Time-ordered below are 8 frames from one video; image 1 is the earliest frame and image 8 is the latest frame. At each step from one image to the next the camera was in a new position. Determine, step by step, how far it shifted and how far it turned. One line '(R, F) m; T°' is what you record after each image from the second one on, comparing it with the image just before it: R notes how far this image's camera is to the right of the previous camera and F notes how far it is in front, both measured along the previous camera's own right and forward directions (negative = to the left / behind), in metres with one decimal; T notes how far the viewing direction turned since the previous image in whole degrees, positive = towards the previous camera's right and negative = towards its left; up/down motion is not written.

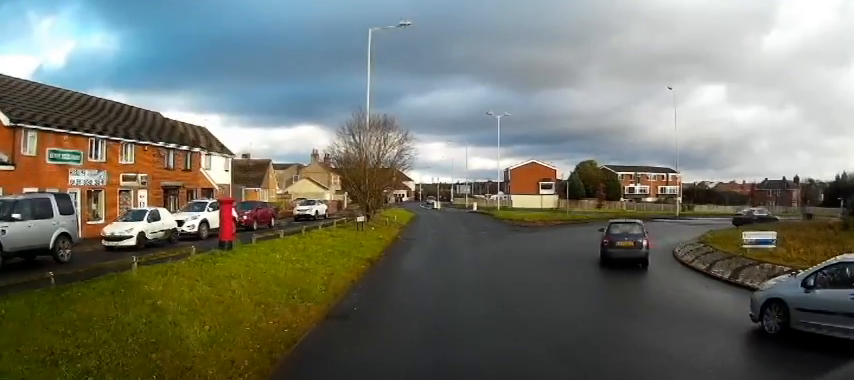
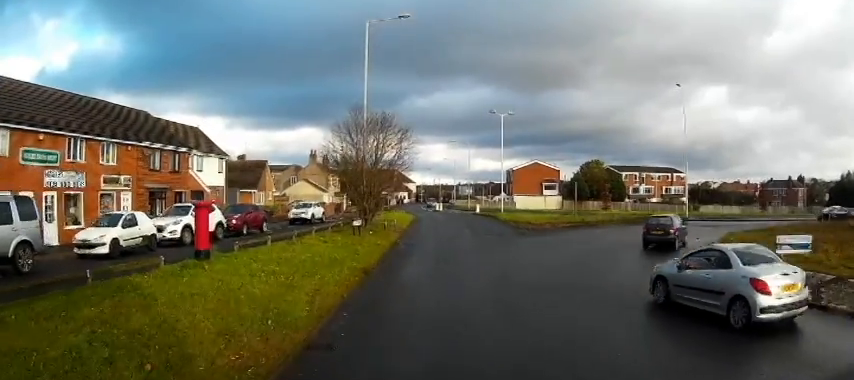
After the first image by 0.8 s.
(-0.1, +2.1) m; -3°
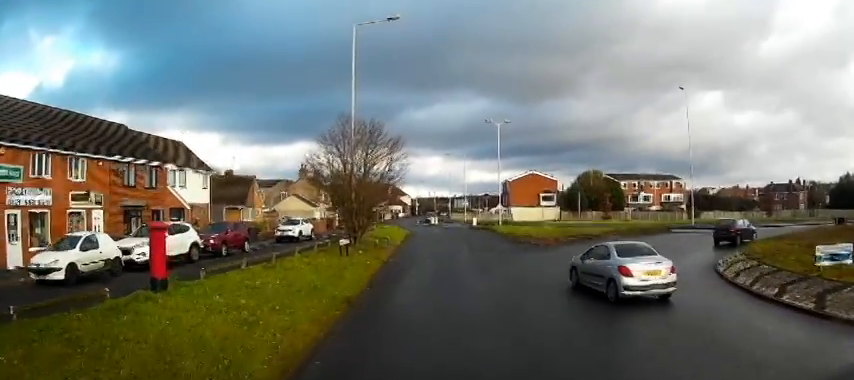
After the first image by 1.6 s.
(-0.1, +2.0) m; 0°
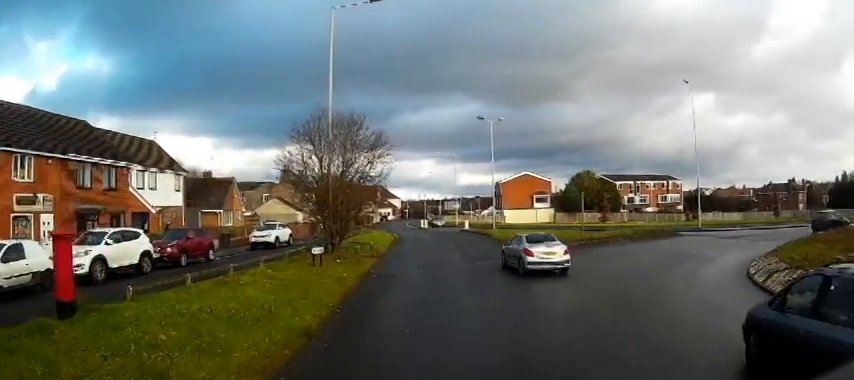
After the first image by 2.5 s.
(0.0, +2.5) m; +10°
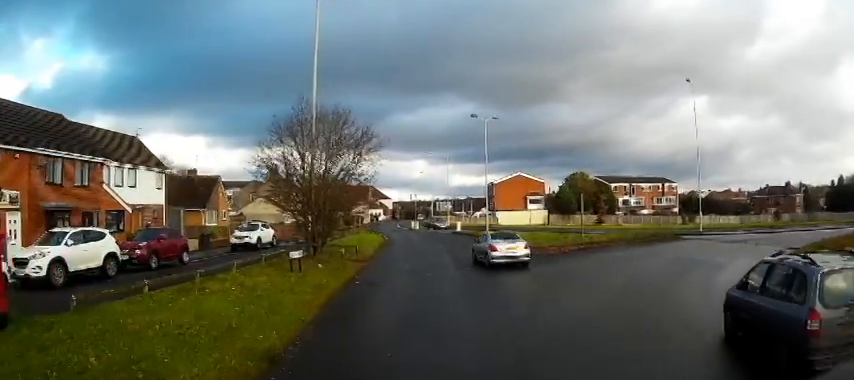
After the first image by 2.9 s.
(+0.1, +1.4) m; +4°
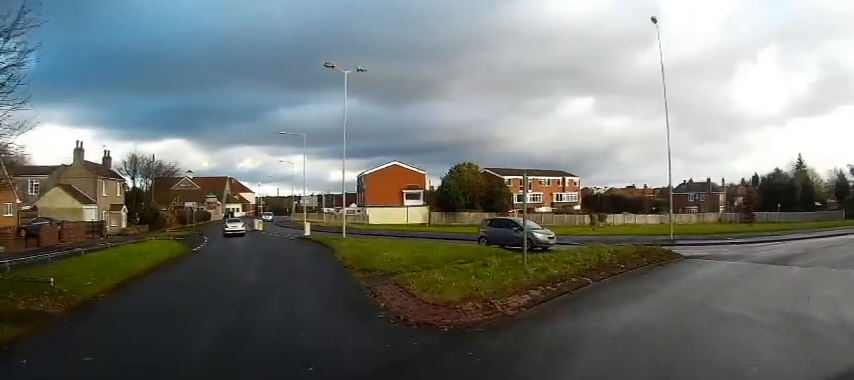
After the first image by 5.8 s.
(+2.8, +13.5) m; +25°
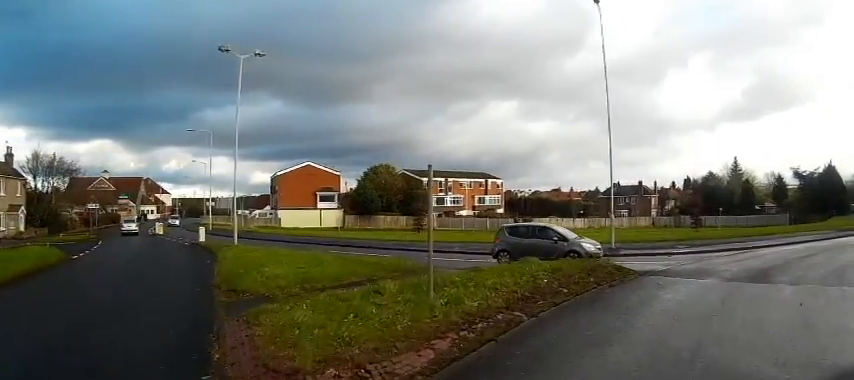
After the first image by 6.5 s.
(0.0, +3.6) m; +10°
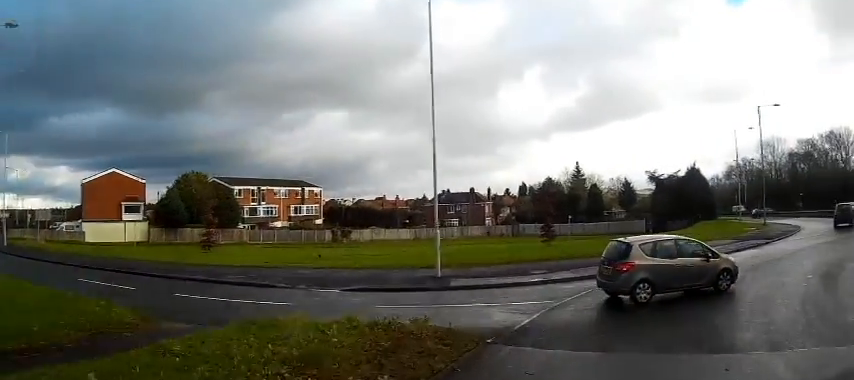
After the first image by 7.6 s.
(+1.1, +6.3) m; +23°
